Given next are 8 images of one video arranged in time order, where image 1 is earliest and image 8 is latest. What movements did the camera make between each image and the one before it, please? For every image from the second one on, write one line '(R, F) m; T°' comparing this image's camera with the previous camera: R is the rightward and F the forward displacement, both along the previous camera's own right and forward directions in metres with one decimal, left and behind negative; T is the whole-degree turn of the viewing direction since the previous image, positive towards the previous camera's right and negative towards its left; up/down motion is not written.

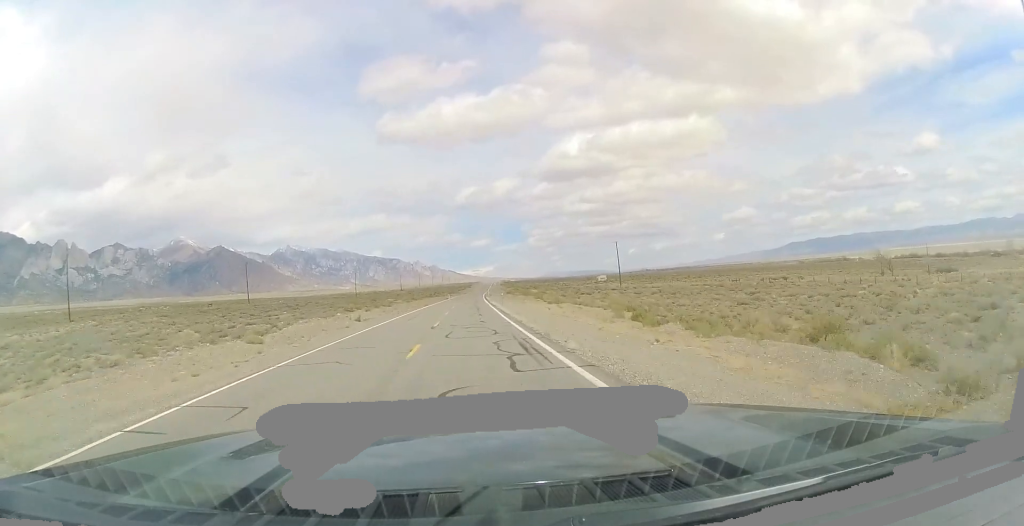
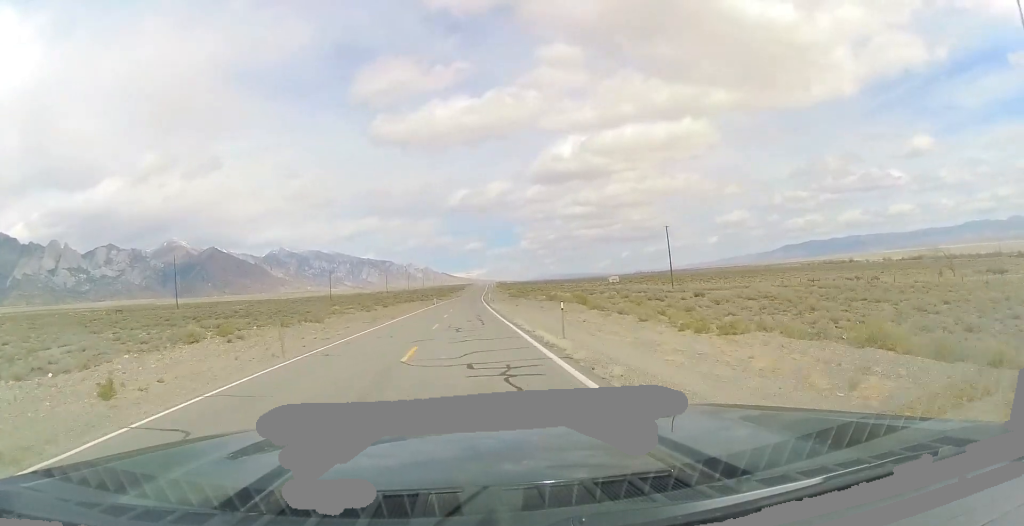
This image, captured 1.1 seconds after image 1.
(+0.3, +36.2) m; +1°
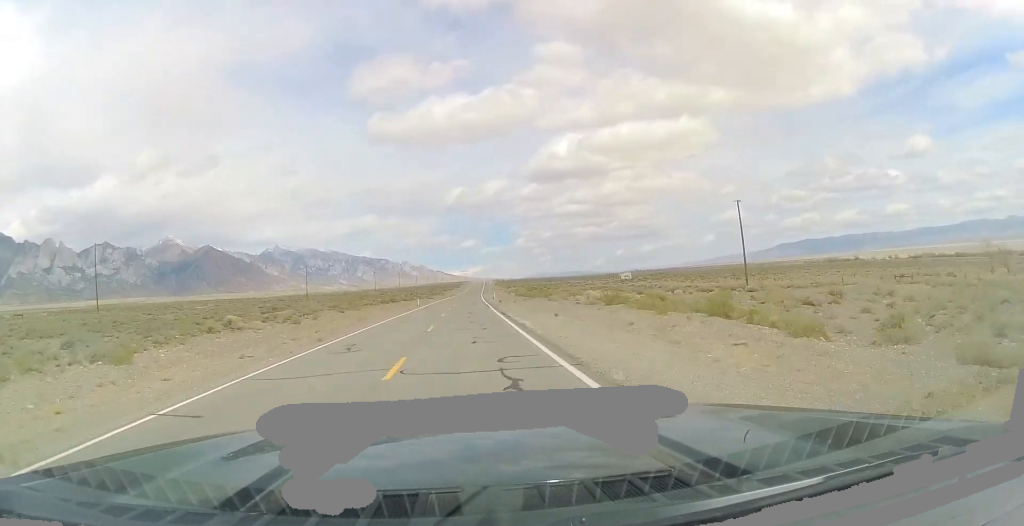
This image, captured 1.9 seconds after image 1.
(0.0, +27.3) m; +1°
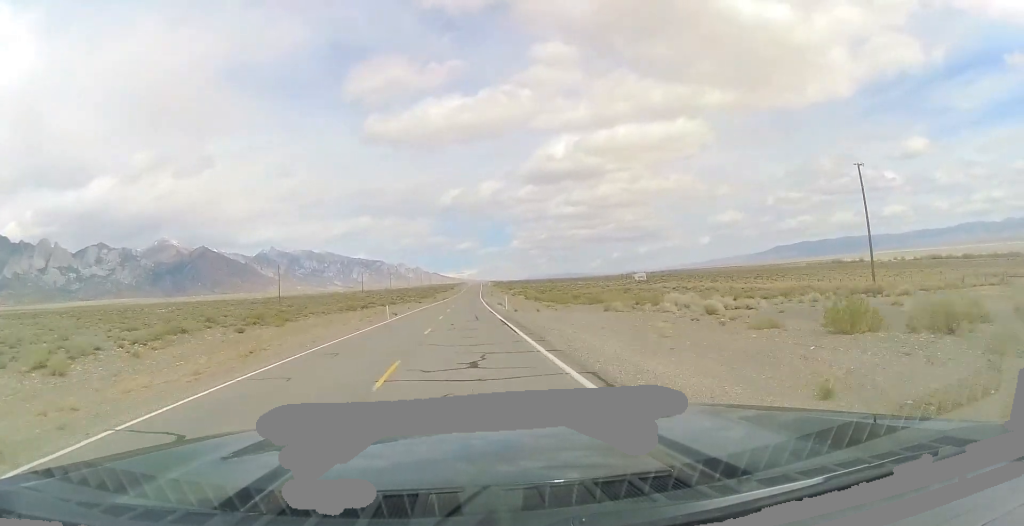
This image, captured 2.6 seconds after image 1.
(+0.4, +25.1) m; +1°
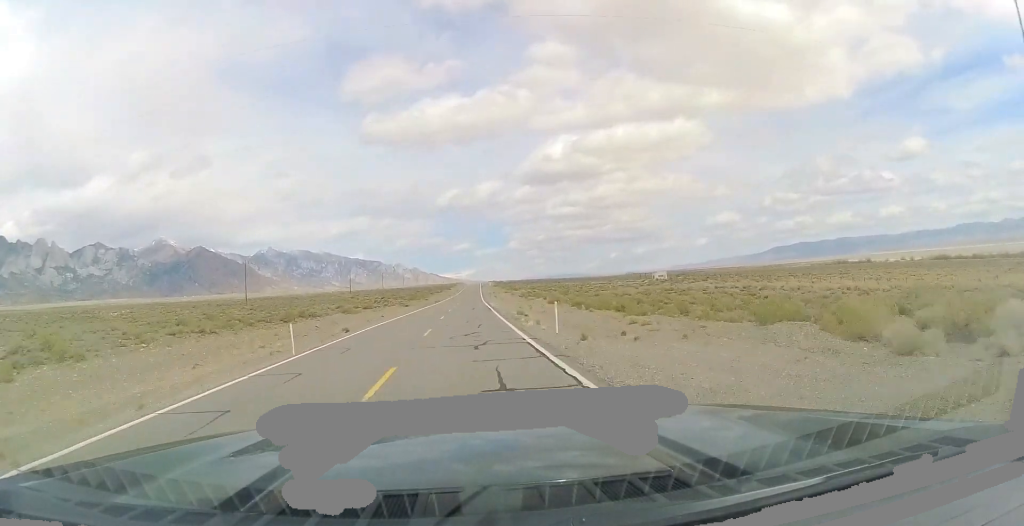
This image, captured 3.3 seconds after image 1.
(-0.2, +25.0) m; 0°
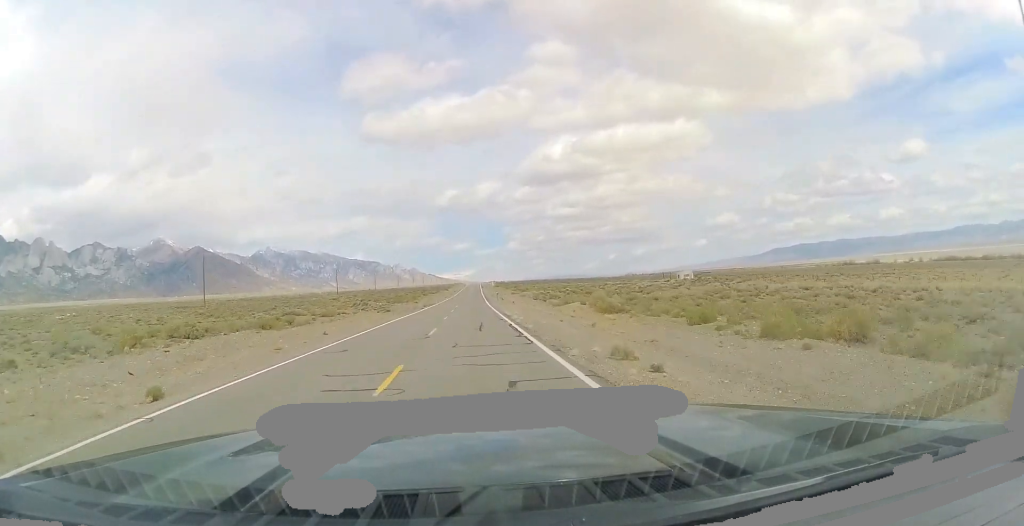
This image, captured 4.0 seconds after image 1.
(0.0, +23.9) m; 0°
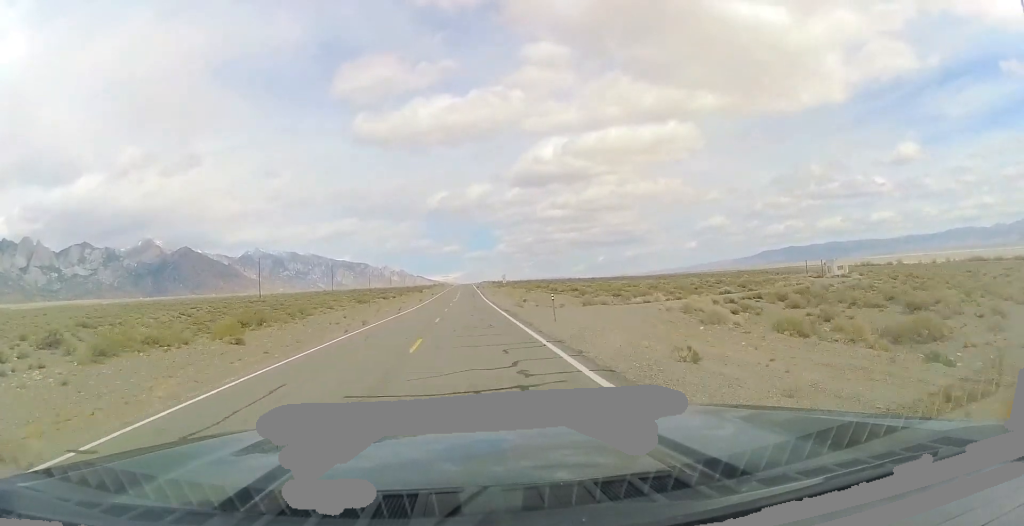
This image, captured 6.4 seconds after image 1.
(+2.7, +80.1) m; +2°
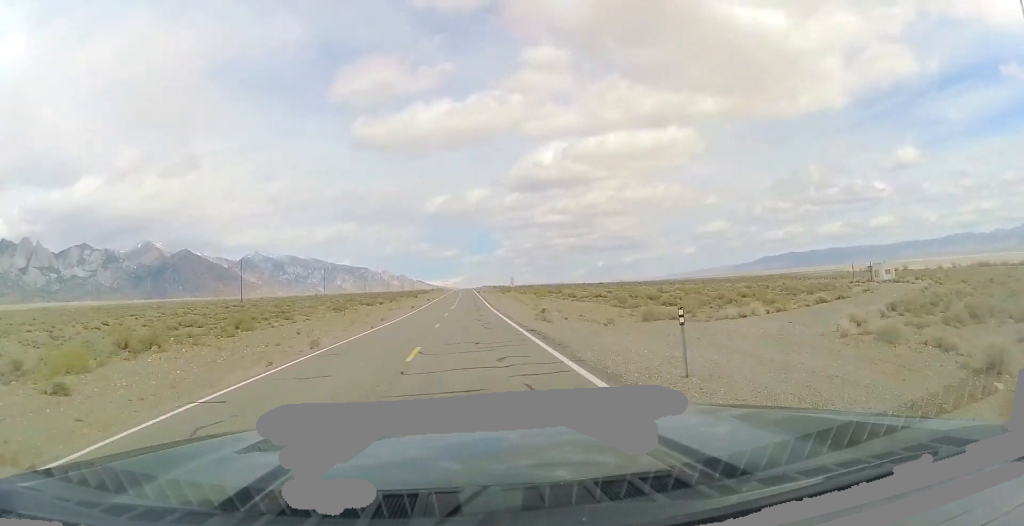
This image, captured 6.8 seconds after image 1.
(0.0, +13.3) m; 0°
